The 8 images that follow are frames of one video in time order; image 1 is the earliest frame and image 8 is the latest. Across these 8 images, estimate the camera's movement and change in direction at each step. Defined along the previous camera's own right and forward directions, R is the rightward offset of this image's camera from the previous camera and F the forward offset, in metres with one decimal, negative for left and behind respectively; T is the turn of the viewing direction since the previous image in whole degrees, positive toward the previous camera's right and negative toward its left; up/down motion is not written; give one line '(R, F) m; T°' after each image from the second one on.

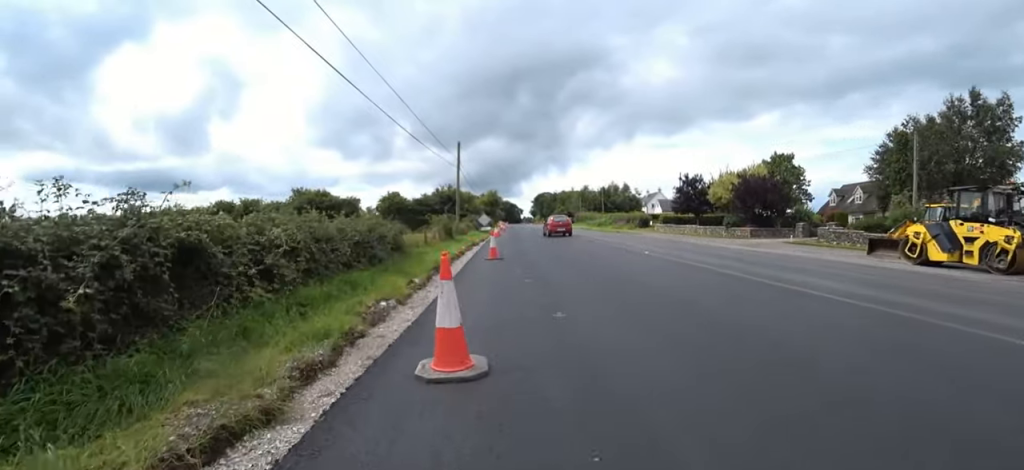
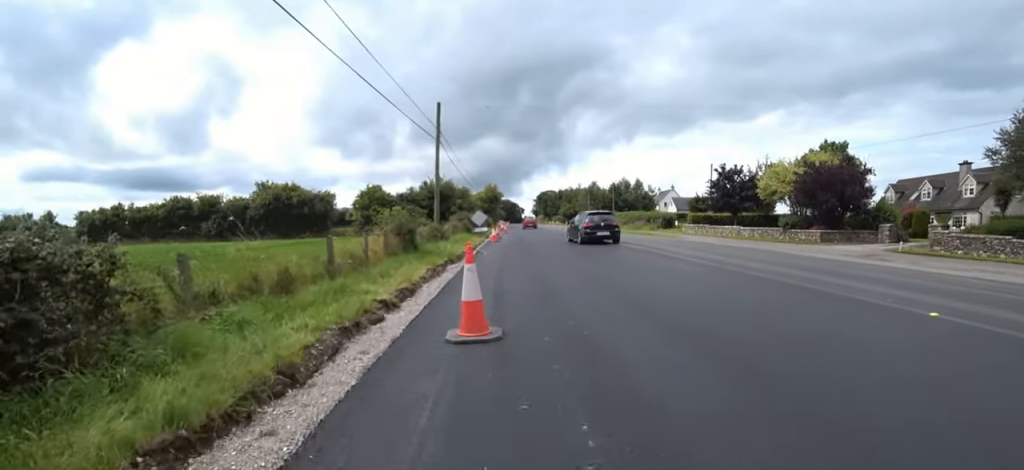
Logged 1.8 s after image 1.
(+0.5, +10.1) m; +5°
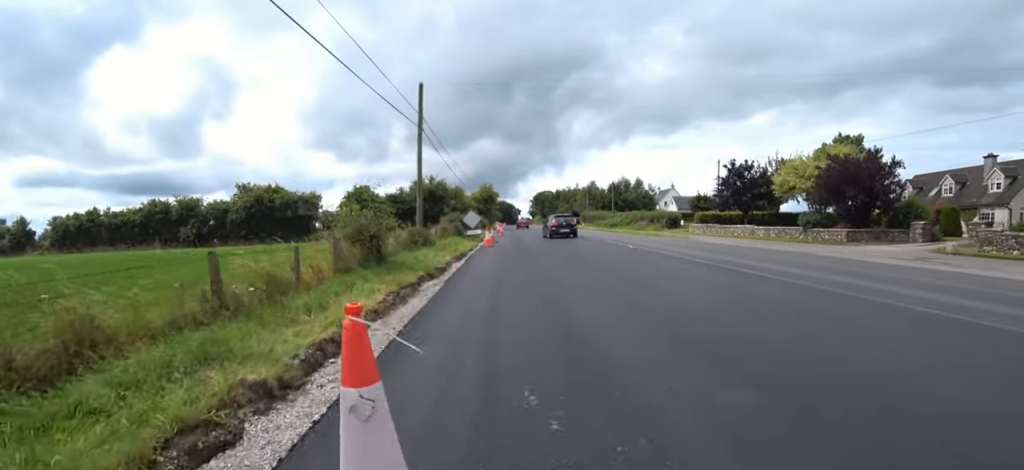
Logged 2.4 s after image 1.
(+0.1, +3.1) m; +1°
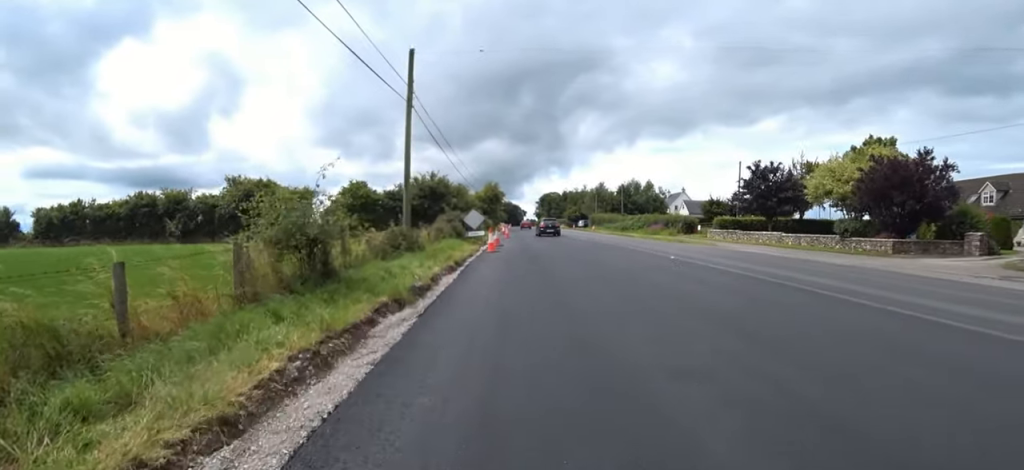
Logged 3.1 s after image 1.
(0.0, +3.4) m; -1°
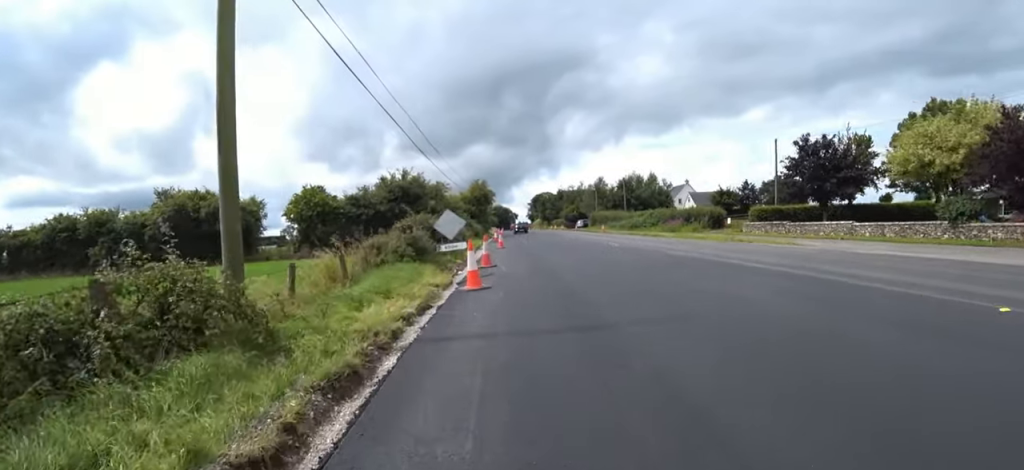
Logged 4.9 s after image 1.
(-0.8, +9.3) m; -11°
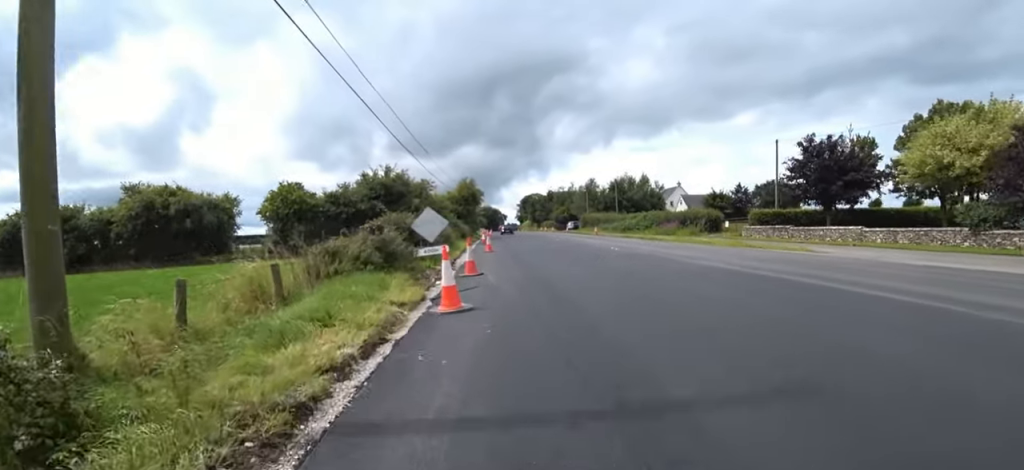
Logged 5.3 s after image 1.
(-0.1, +2.1) m; -2°
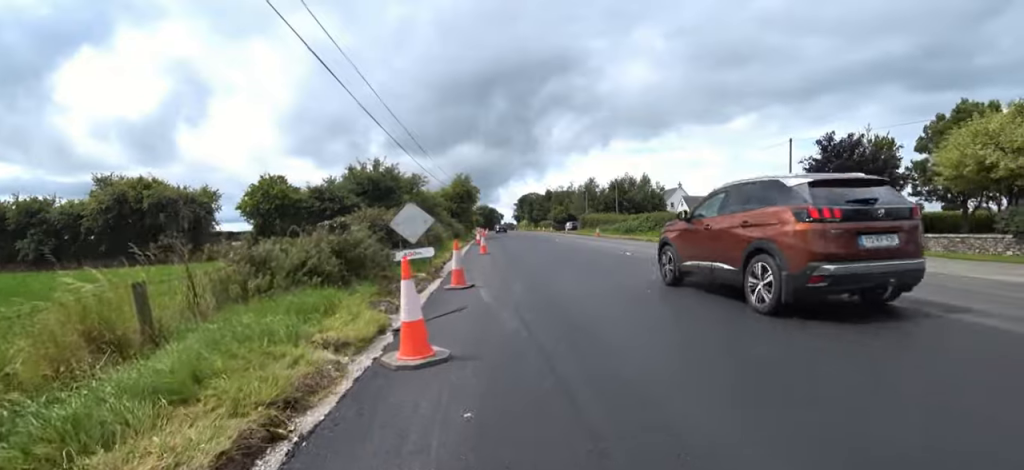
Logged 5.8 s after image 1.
(0.0, +2.5) m; 0°
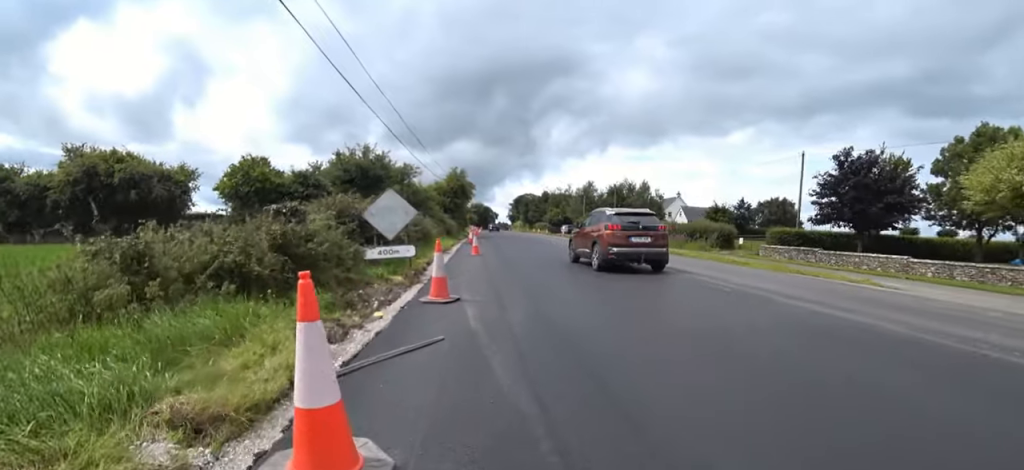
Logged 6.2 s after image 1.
(0.0, +2.1) m; +1°
